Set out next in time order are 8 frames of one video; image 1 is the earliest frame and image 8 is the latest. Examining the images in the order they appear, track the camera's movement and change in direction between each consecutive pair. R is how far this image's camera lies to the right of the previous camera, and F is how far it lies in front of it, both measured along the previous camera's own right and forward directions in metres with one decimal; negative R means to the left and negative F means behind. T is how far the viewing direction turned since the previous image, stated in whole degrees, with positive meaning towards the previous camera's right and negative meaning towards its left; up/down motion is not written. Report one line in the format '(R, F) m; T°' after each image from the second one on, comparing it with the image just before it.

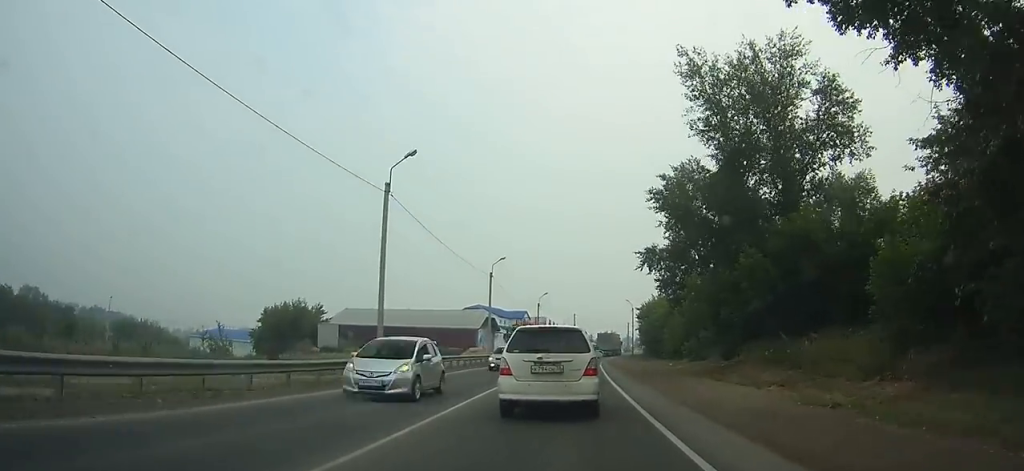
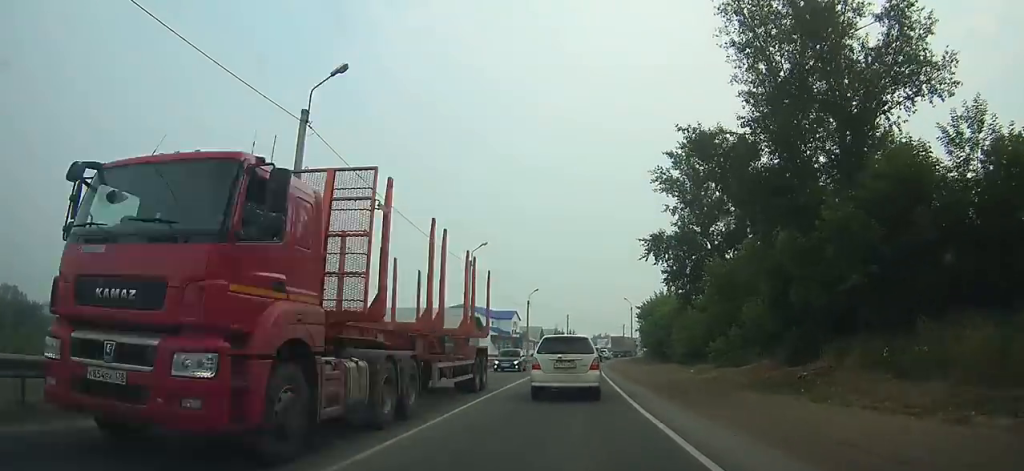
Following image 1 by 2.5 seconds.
(+0.2, +10.8) m; +2°
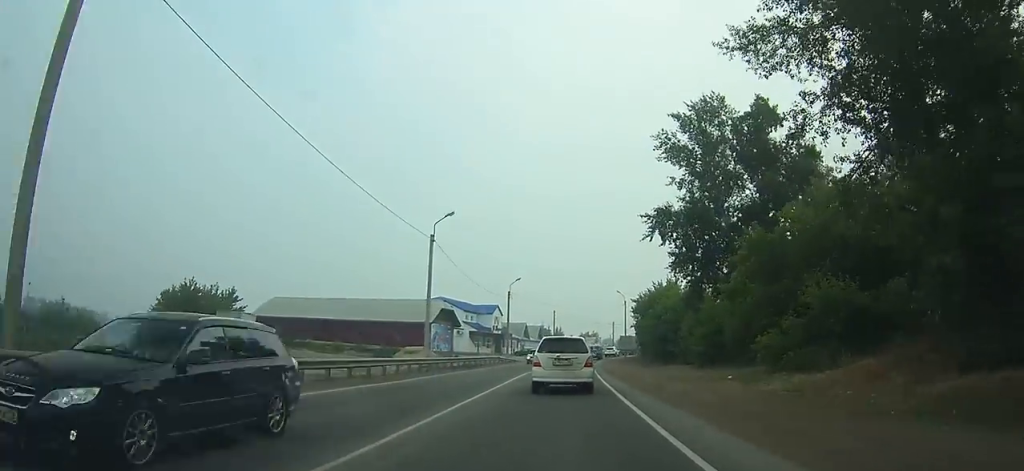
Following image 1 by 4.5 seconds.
(0.0, +8.9) m; +1°
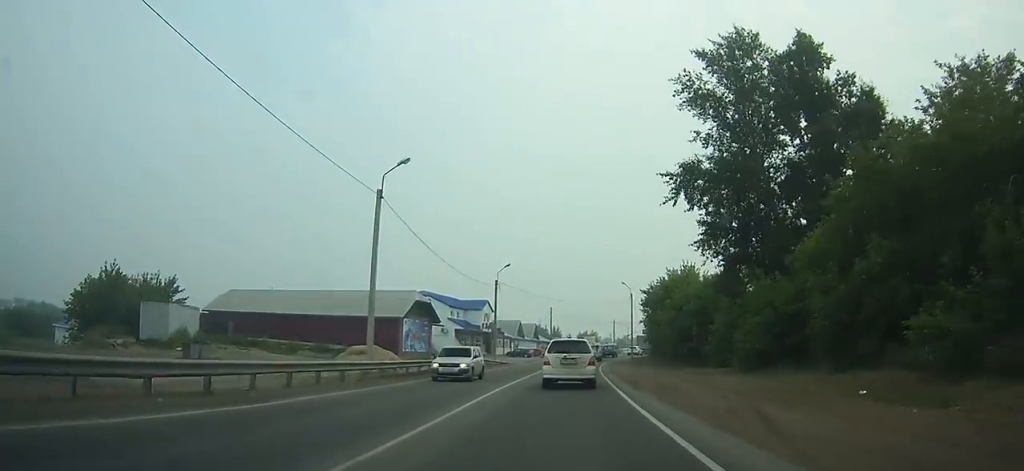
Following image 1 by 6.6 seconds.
(+0.2, +11.0) m; +1°
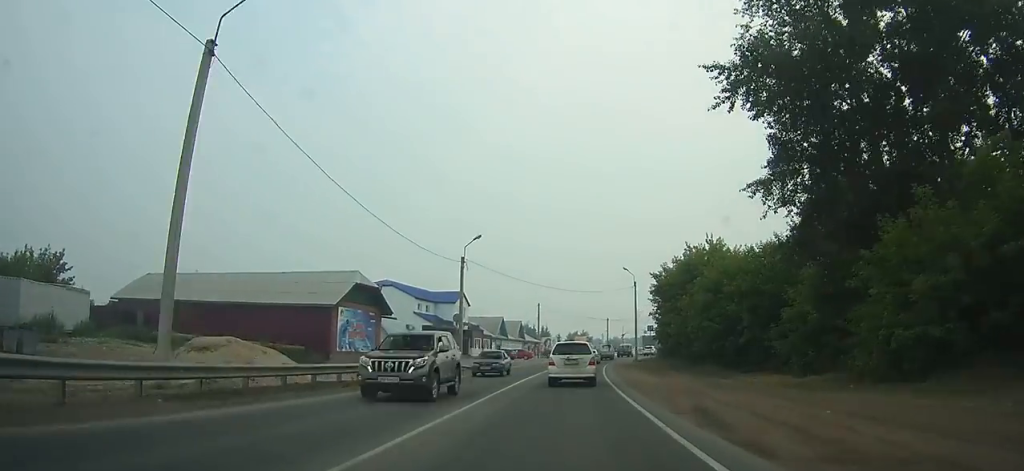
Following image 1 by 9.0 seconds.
(+0.1, +14.9) m; +1°
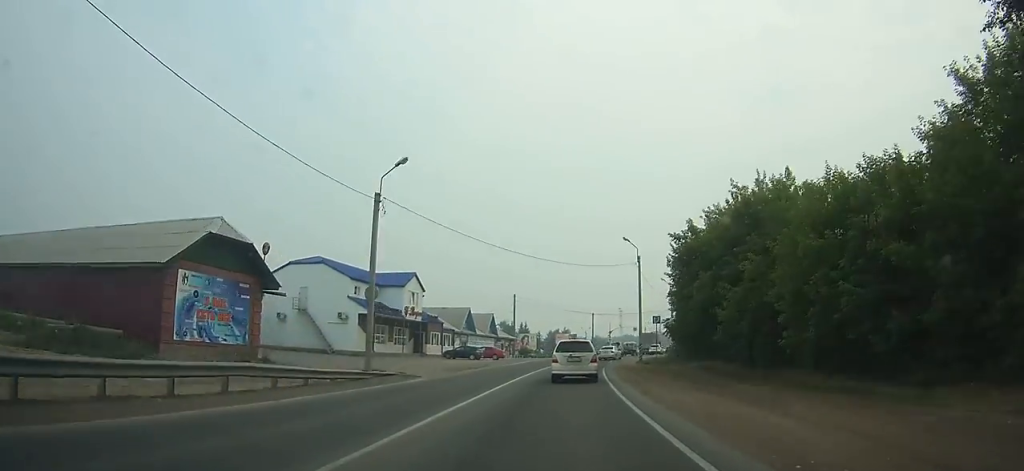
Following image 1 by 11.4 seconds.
(+0.1, +16.8) m; +2°
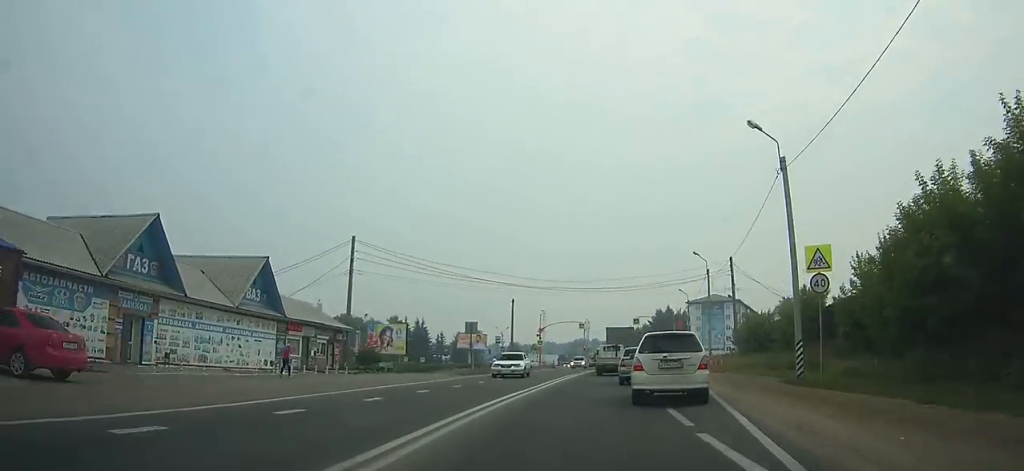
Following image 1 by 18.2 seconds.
(+3.5, +48.1) m; +10°
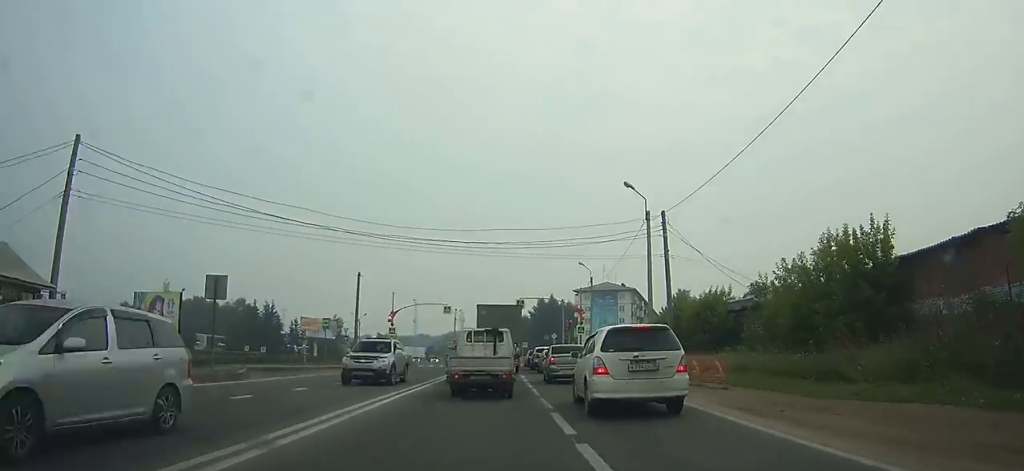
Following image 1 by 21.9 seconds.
(+1.2, +19.9) m; +7°
